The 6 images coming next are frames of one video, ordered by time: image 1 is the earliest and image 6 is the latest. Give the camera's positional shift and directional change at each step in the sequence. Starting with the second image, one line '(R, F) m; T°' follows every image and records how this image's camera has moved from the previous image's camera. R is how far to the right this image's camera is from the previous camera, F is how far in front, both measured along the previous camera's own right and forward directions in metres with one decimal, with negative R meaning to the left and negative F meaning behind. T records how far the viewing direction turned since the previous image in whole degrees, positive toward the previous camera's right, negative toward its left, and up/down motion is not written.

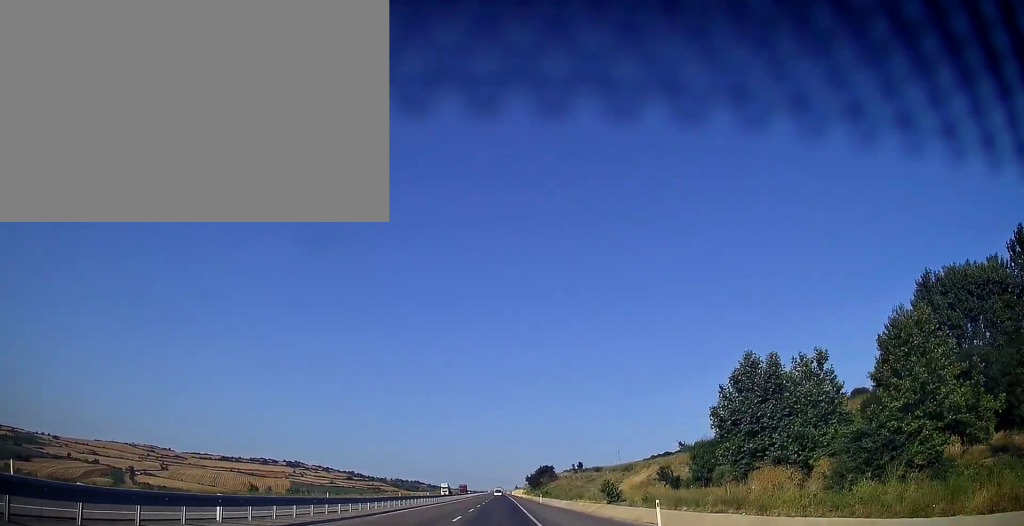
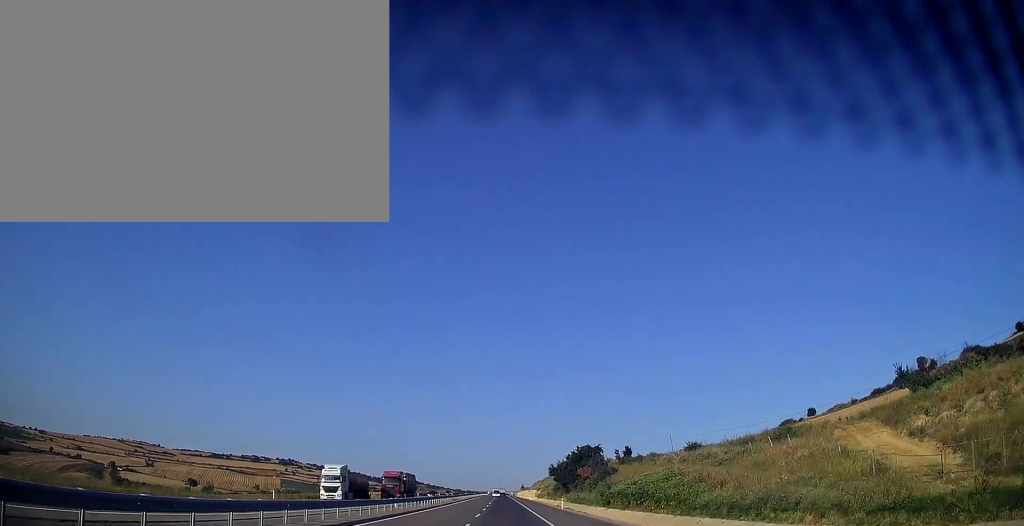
(-0.3, +76.7) m; -1°
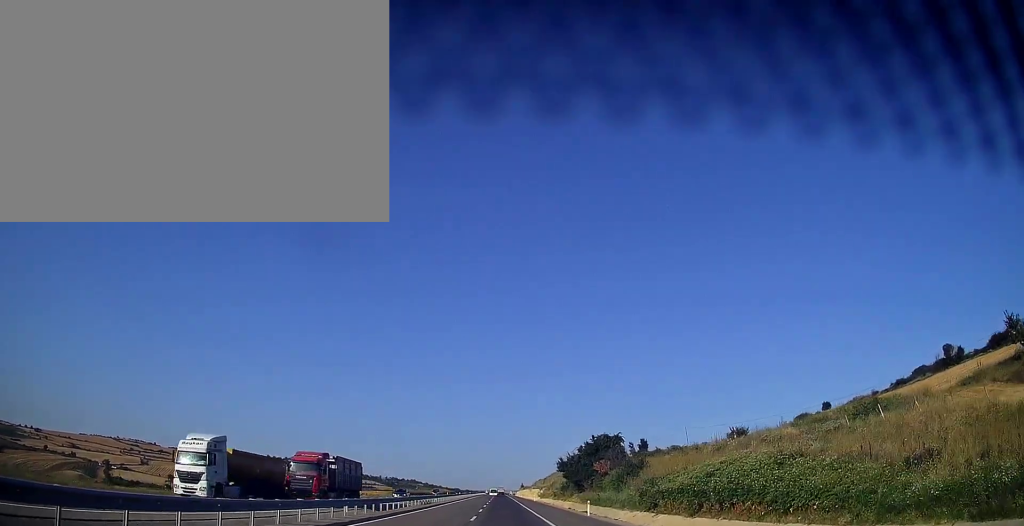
(0.0, +16.7) m; 0°
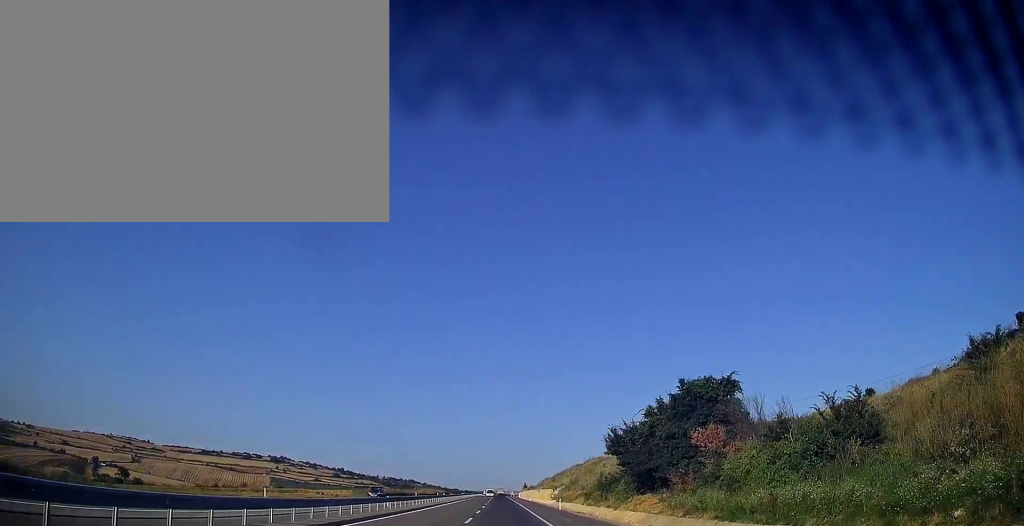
(+0.2, +38.4) m; 0°
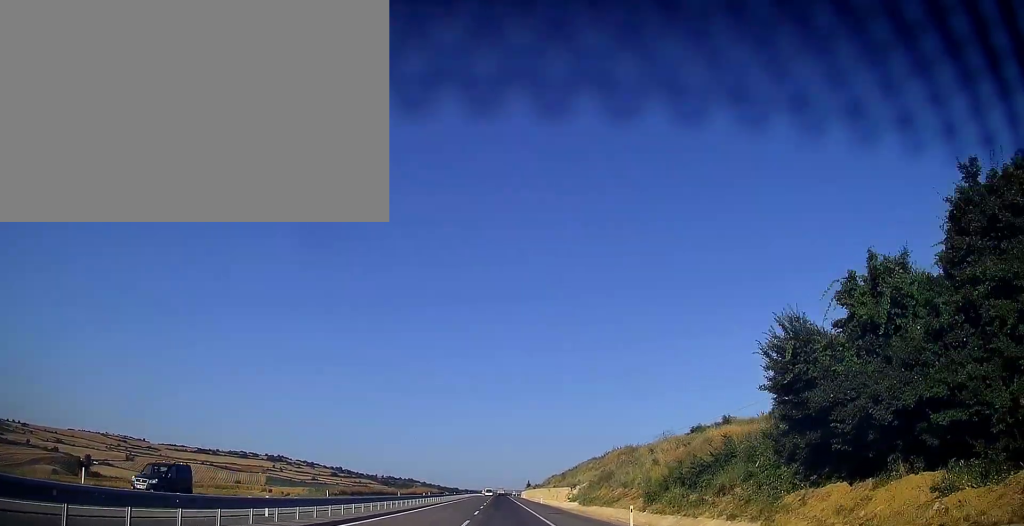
(0.0, +27.5) m; 0°
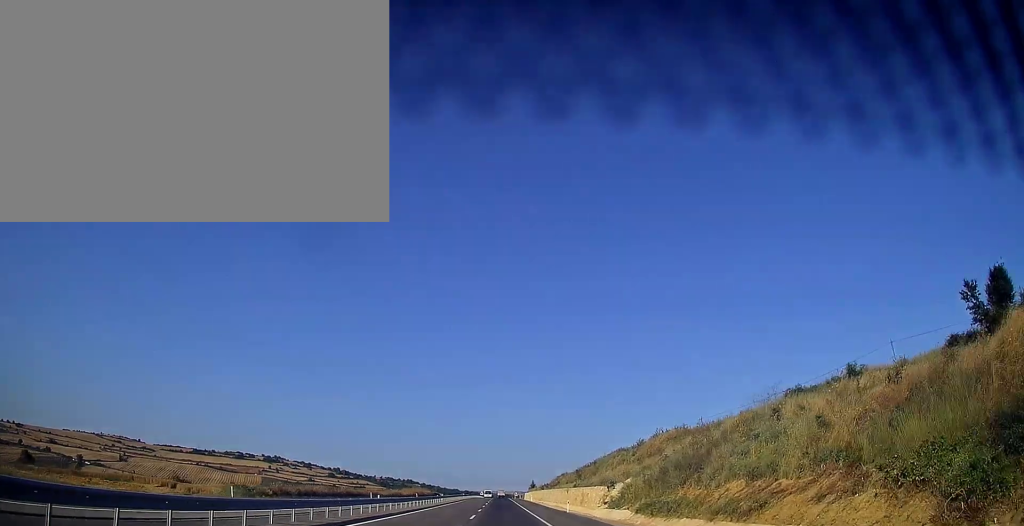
(0.0, +28.5) m; 0°
